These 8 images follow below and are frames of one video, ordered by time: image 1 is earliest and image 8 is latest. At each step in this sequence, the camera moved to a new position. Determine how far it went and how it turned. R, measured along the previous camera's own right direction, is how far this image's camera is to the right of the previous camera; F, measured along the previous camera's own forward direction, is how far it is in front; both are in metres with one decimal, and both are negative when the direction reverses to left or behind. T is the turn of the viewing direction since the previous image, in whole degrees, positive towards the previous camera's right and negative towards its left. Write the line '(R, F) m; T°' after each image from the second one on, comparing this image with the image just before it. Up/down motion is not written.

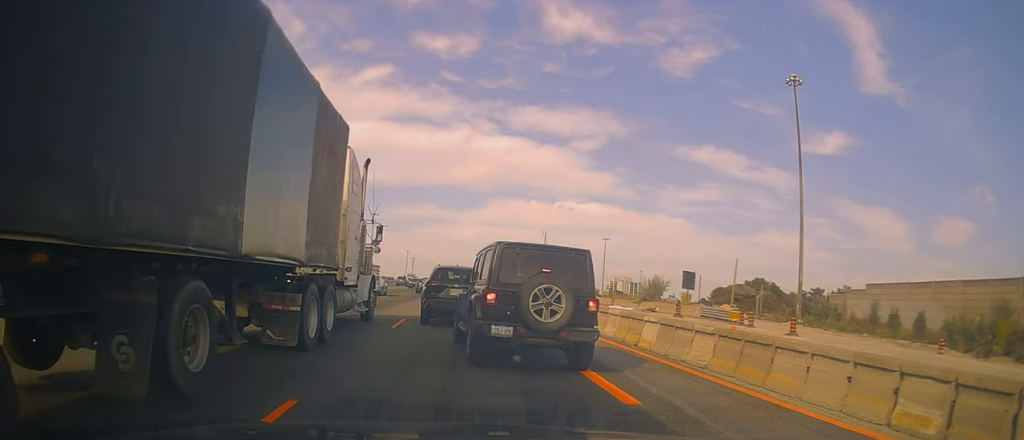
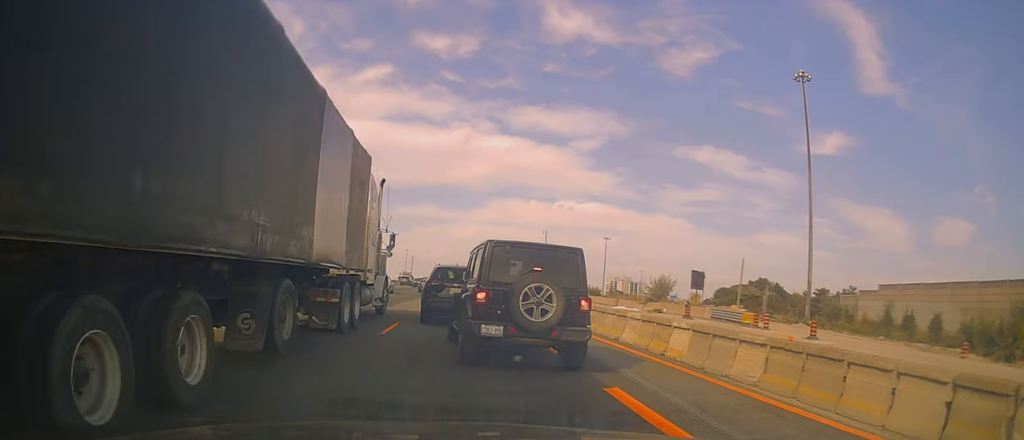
(0.0, +2.4) m; 0°
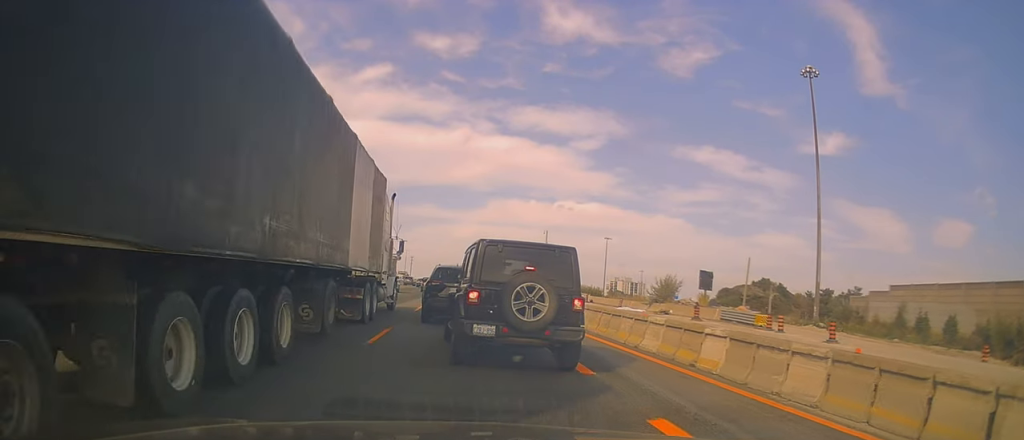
(+0.2, +2.1) m; -2°
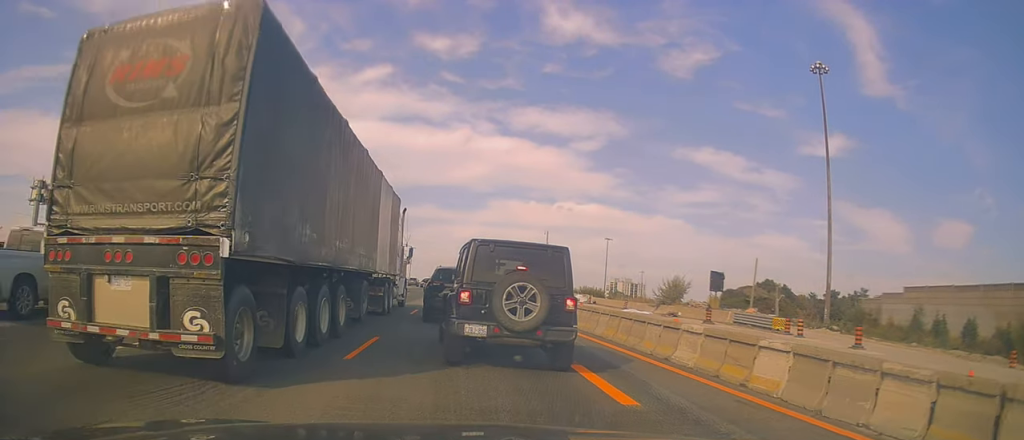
(0.0, +2.6) m; -3°
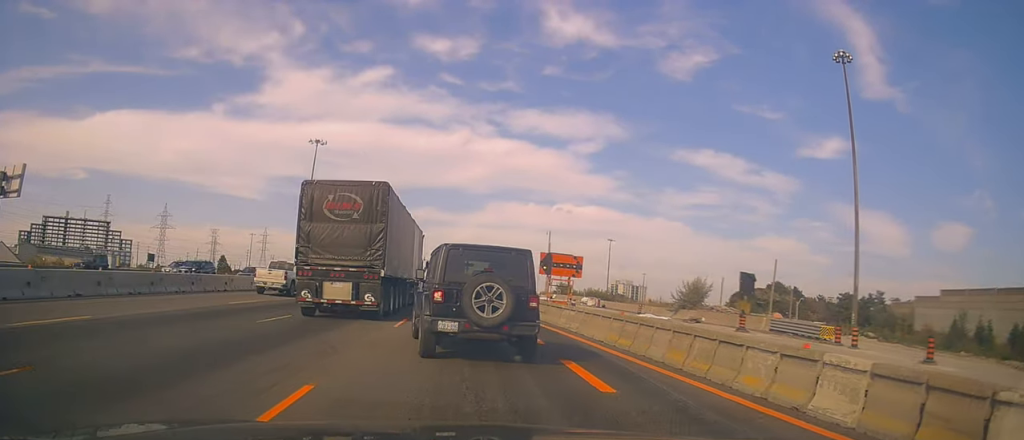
(-0.5, +6.1) m; -2°
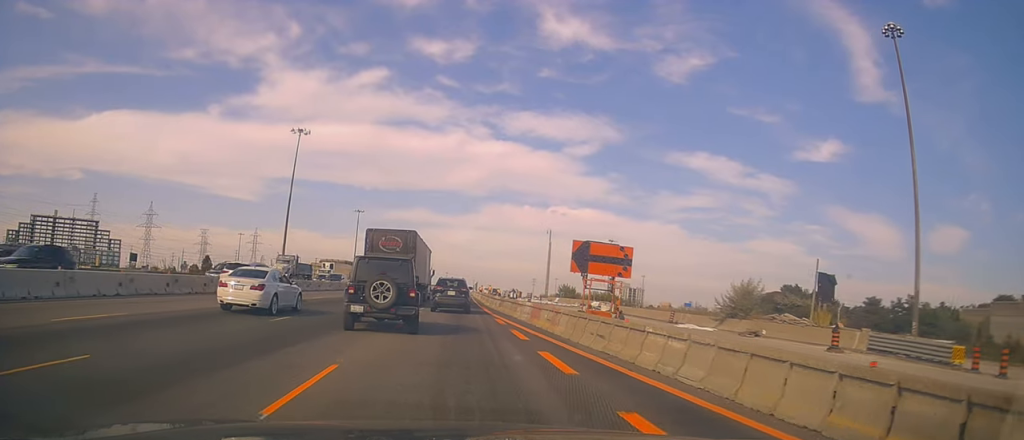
(+0.1, +8.4) m; +1°
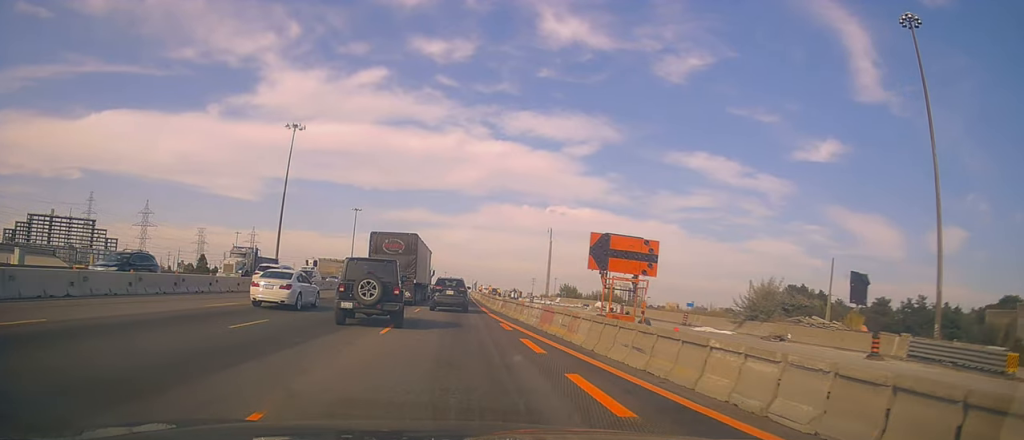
(-0.1, +2.5) m; +1°
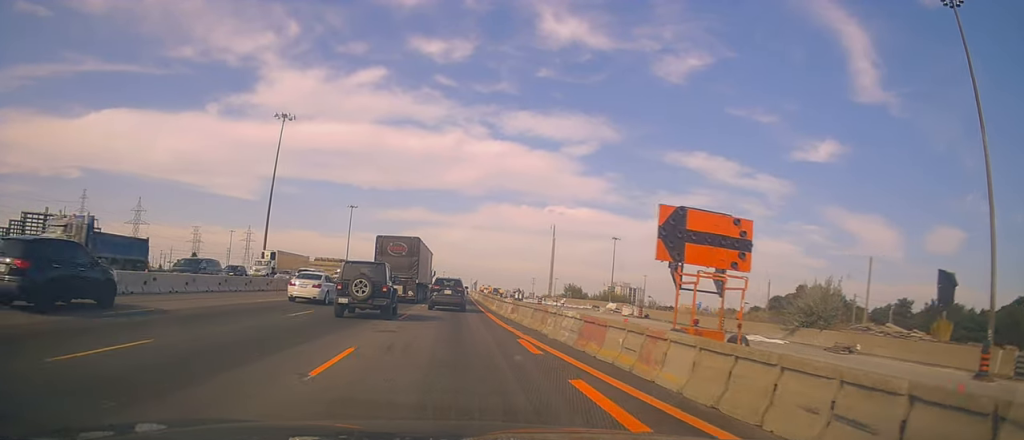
(-0.1, +5.2) m; +2°
